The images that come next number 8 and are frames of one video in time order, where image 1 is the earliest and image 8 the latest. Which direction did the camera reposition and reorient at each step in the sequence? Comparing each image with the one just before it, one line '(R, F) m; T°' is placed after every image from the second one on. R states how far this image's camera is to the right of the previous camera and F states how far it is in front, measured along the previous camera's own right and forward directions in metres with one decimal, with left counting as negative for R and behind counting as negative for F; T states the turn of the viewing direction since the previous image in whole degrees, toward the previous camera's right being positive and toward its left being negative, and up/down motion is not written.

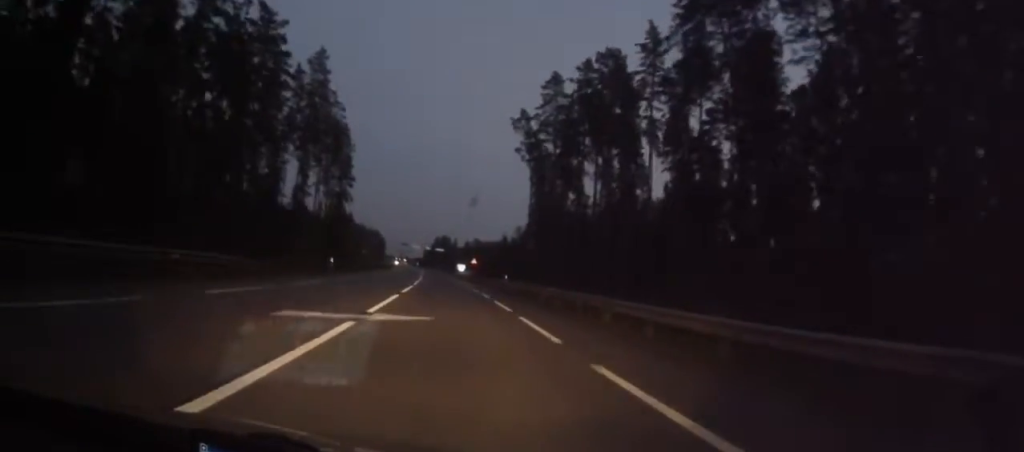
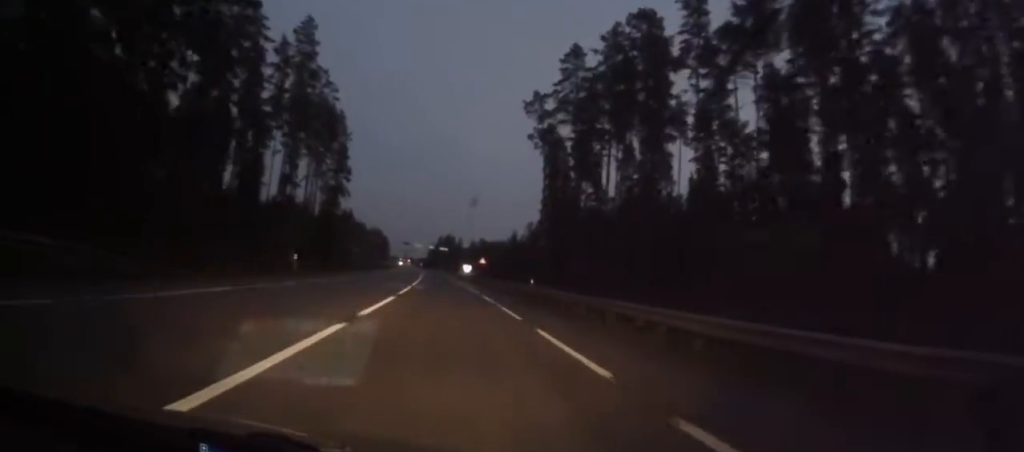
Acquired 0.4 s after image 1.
(0.0, +12.6) m; 0°
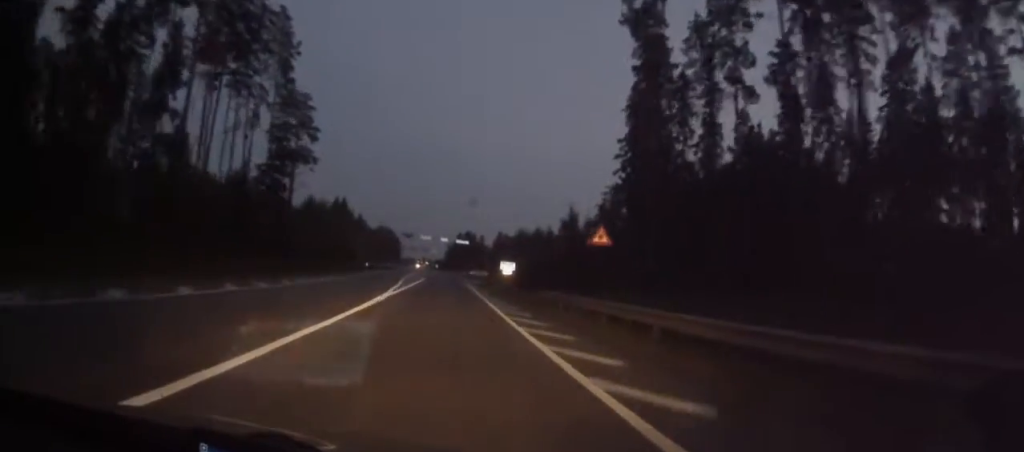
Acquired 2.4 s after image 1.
(-1.3, +56.4) m; -2°
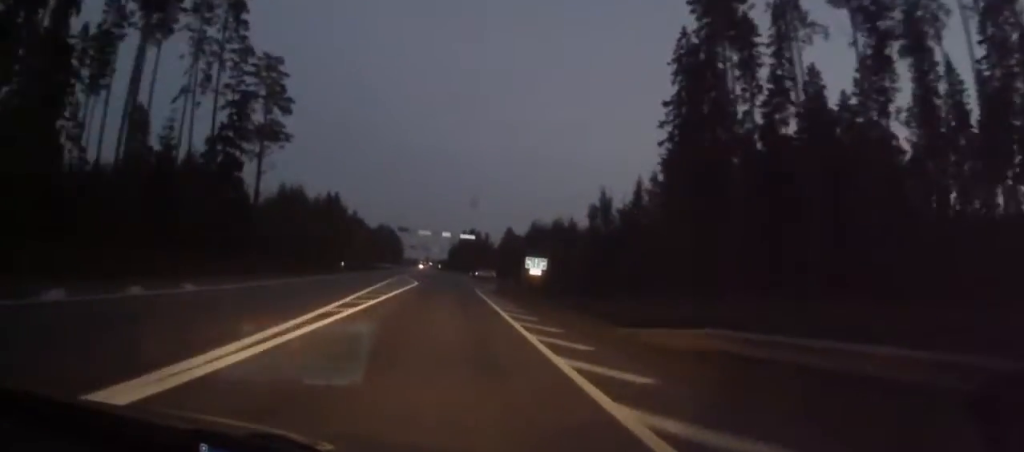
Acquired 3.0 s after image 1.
(-0.1, +19.4) m; 0°
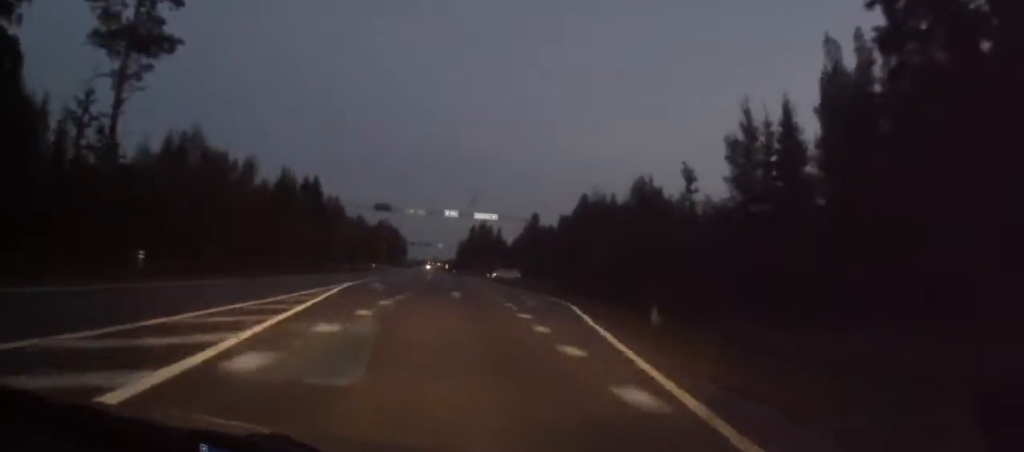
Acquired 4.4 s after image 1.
(-0.3, +40.6) m; -1°
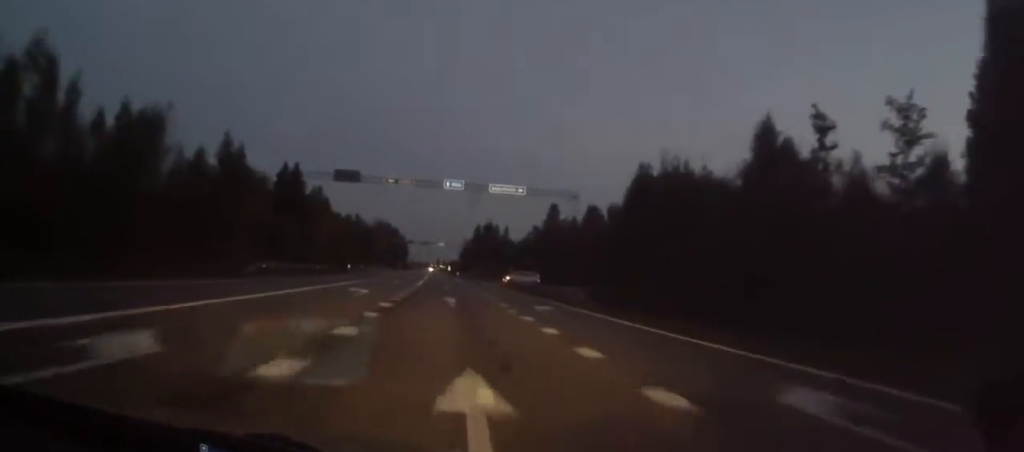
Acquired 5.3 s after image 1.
(-0.2, +24.1) m; -1°
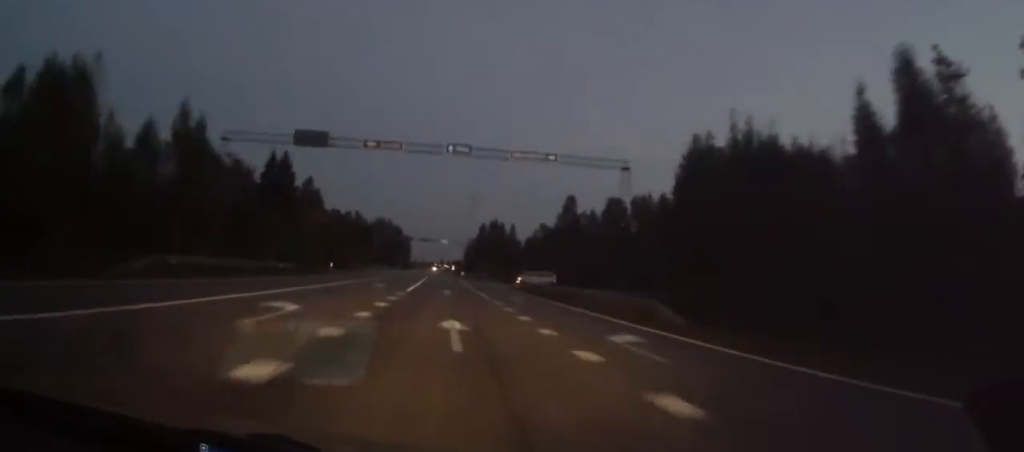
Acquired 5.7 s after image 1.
(0.0, +12.5) m; -1°
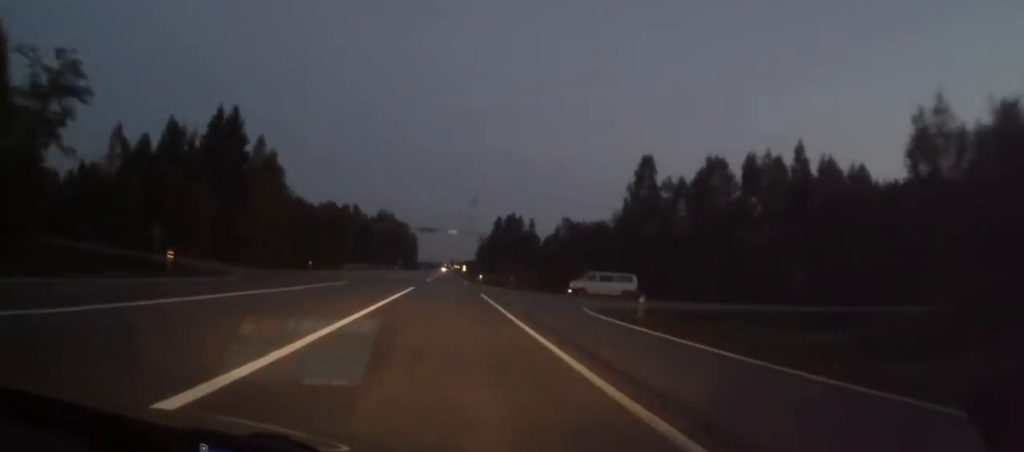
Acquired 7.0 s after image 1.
(-0.7, +36.5) m; -1°
